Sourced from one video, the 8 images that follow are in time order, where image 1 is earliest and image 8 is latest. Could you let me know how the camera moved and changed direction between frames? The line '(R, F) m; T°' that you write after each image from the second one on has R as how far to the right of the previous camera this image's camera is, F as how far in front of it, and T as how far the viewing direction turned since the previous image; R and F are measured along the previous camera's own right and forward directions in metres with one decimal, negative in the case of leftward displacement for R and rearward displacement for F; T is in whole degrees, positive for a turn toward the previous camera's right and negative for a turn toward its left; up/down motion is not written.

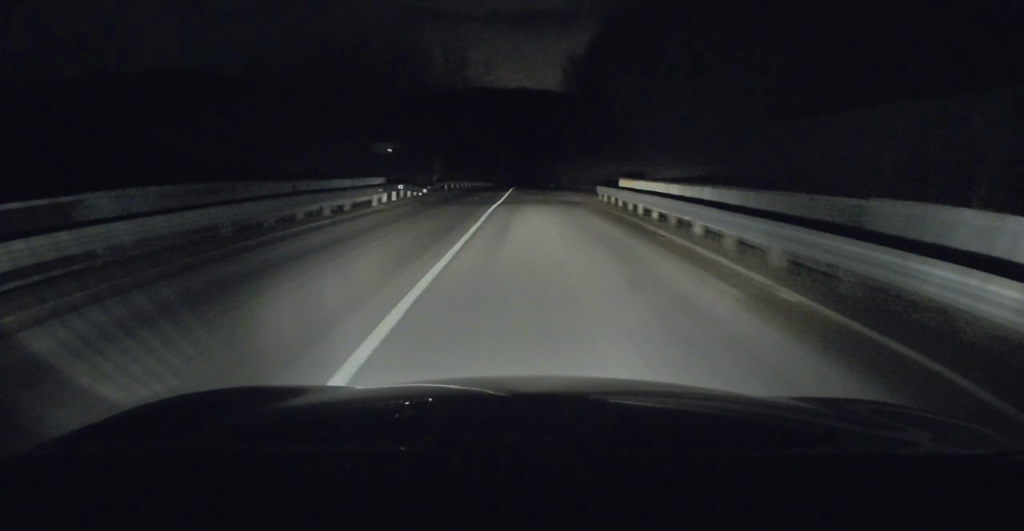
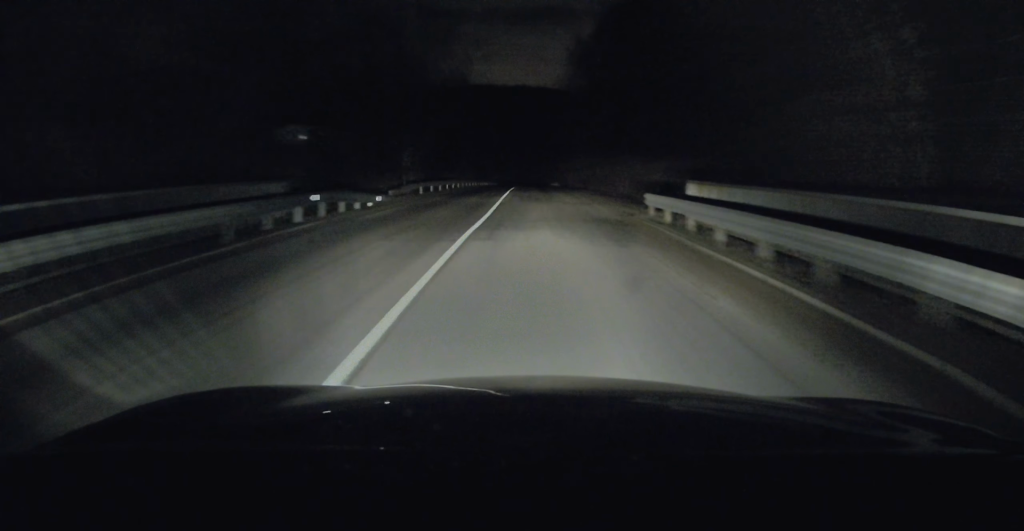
(-0.2, +11.0) m; 0°
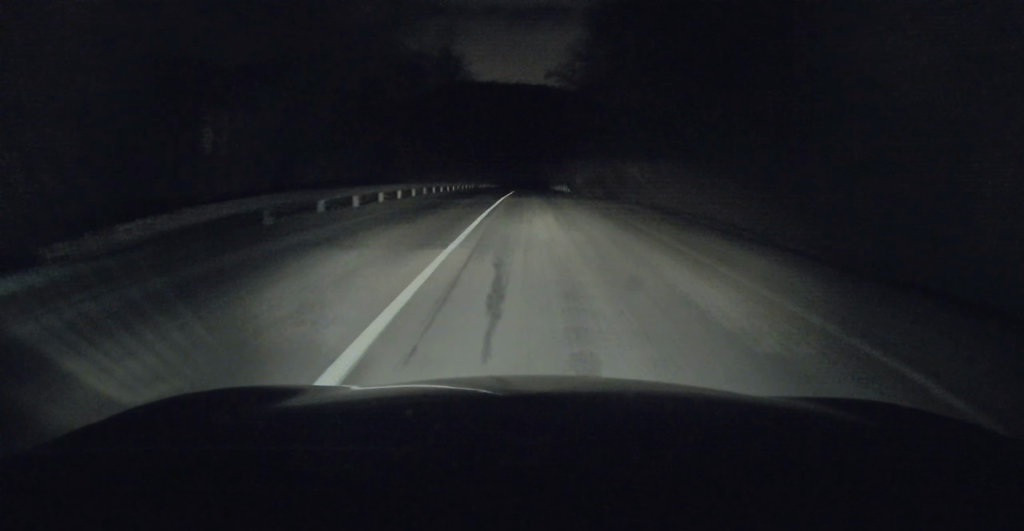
(+0.1, +20.7) m; 0°
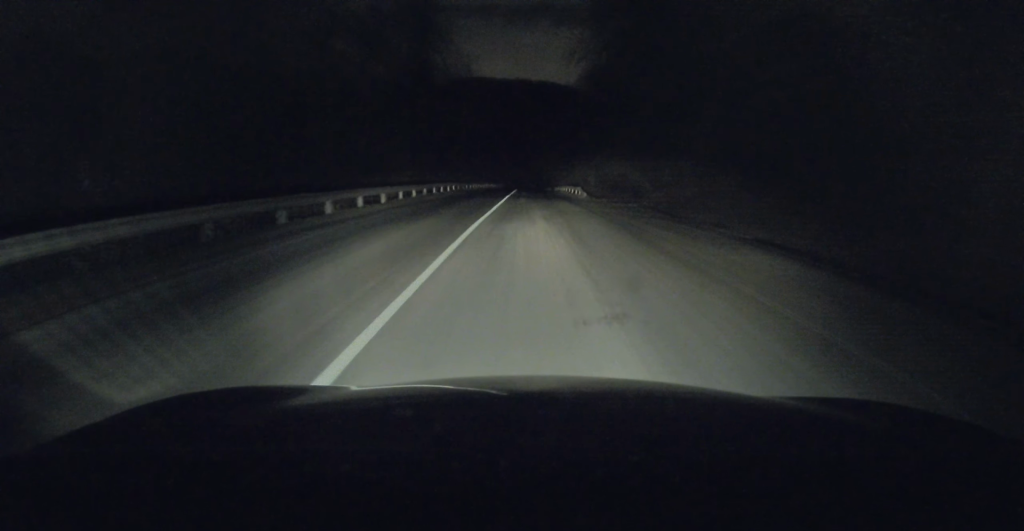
(-0.1, +18.0) m; -1°
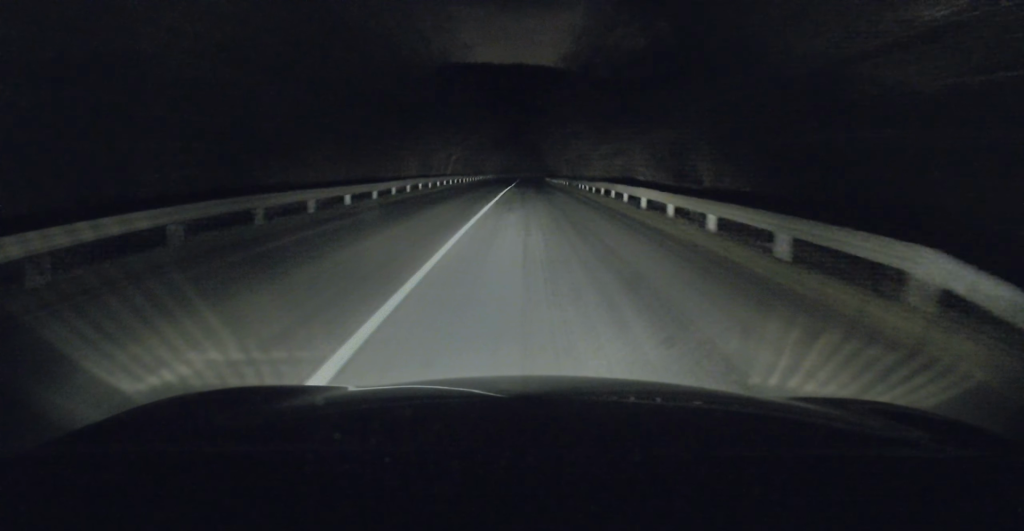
(-0.1, +42.5) m; 0°
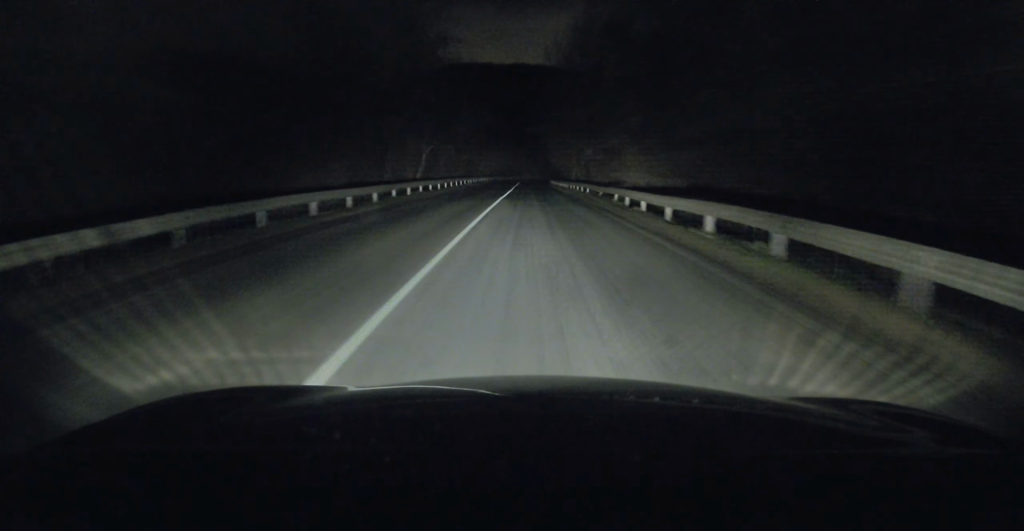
(0.0, +18.9) m; 0°
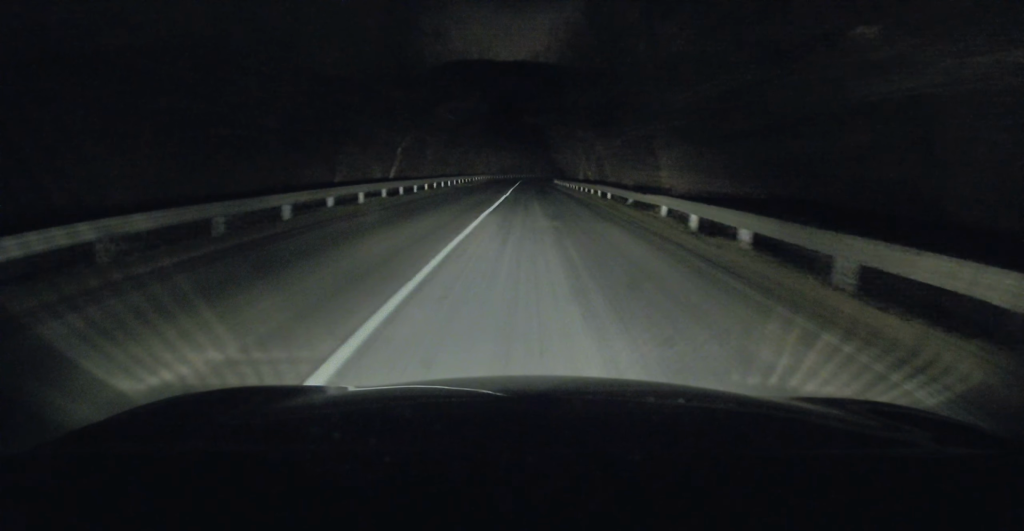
(0.0, +9.8) m; 0°
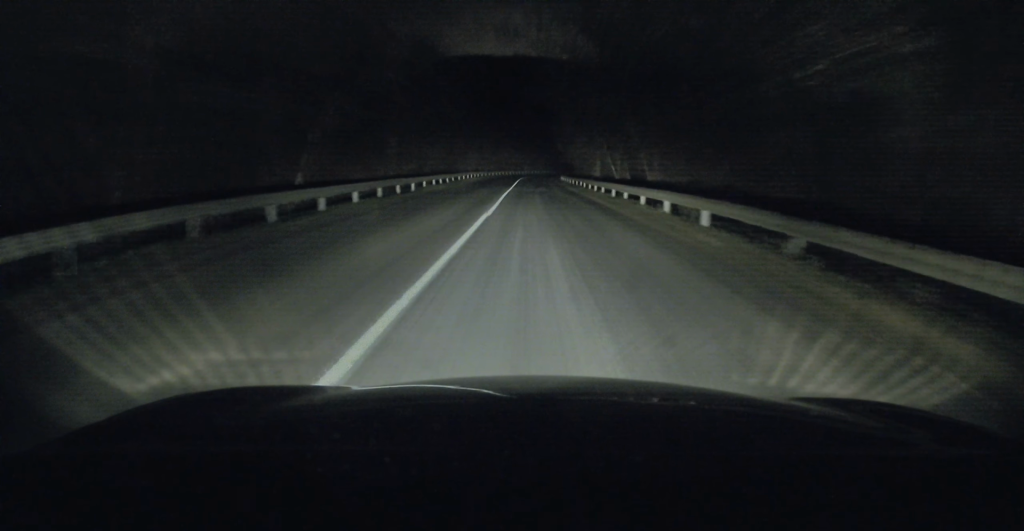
(-0.1, +16.2) m; 0°
